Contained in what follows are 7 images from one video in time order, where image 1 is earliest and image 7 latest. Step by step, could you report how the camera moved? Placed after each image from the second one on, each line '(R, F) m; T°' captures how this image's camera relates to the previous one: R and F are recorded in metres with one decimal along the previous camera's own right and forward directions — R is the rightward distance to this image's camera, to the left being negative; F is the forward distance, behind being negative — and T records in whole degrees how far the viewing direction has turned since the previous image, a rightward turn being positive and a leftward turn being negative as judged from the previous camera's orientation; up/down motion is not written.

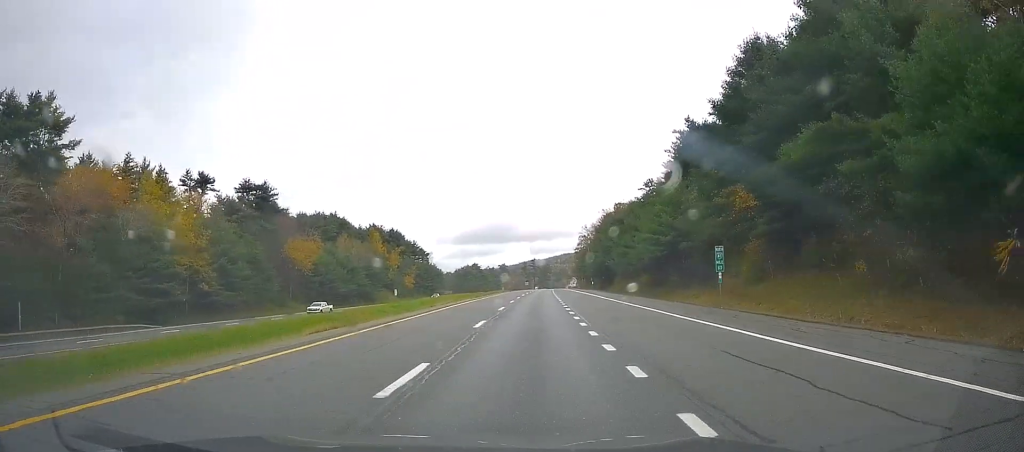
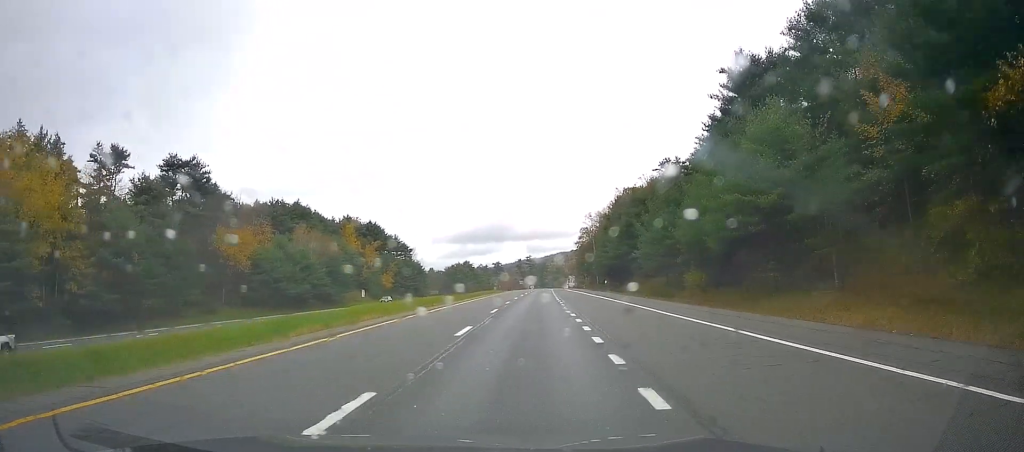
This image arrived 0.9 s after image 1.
(+0.6, +27.6) m; +1°
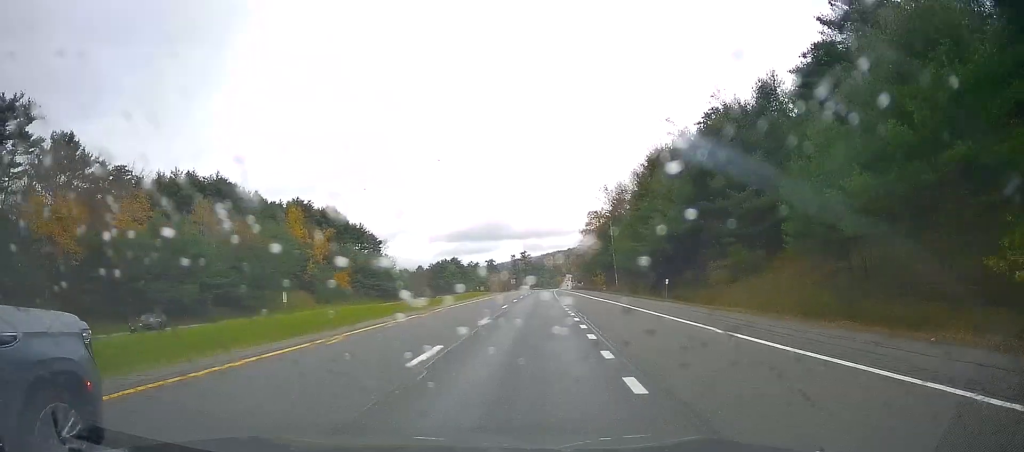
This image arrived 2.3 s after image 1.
(-0.3, +42.4) m; -1°
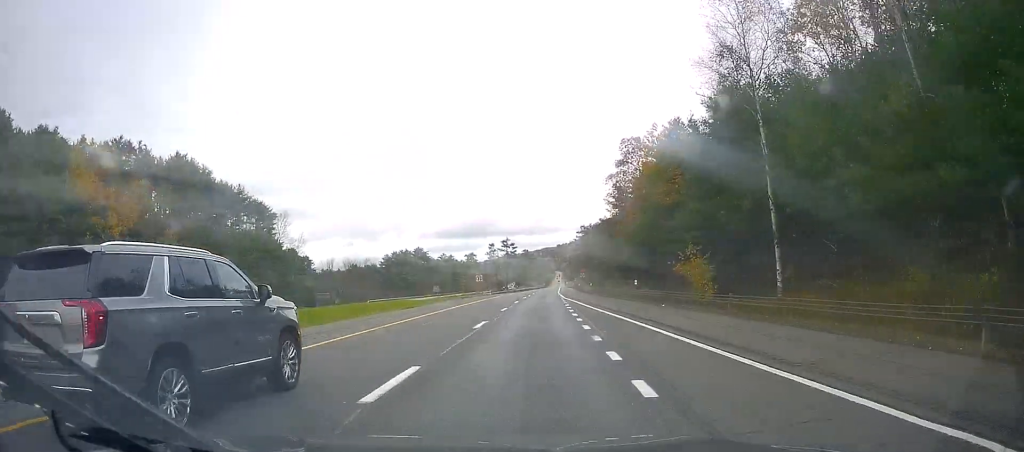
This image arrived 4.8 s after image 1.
(+0.4, +76.8) m; +1°
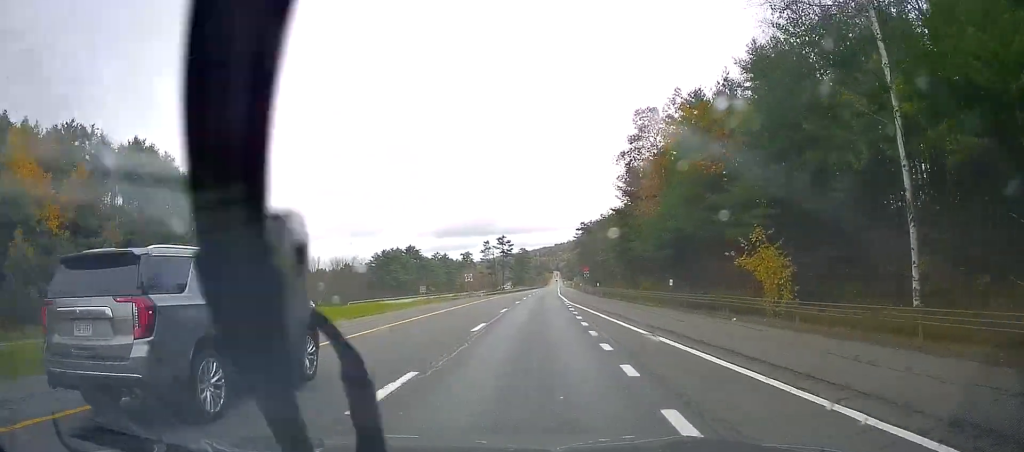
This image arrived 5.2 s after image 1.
(0.0, +12.9) m; 0°
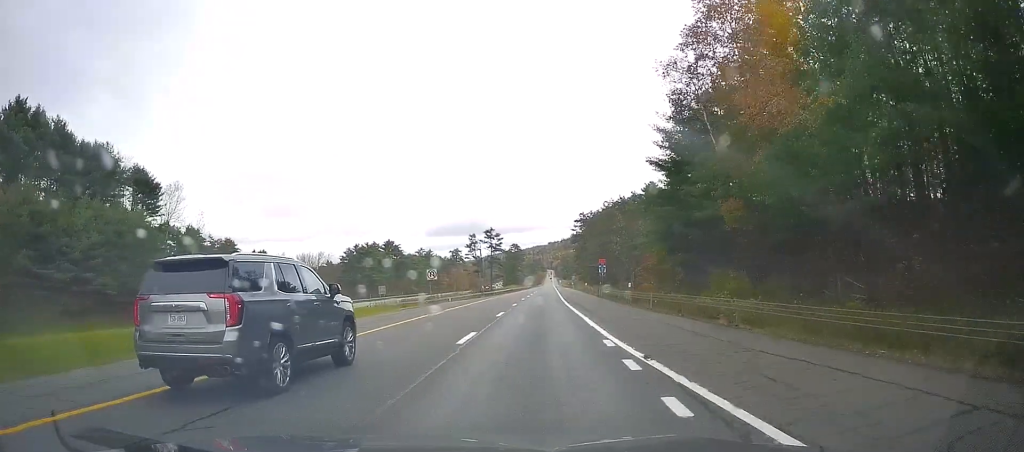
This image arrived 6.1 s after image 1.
(0.0, +28.4) m; 0°
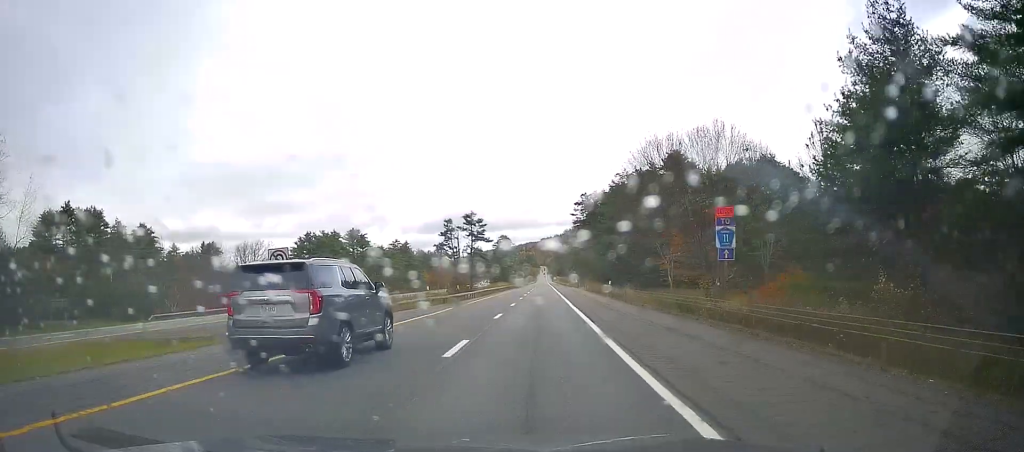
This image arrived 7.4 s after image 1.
(+0.3, +39.7) m; +1°
